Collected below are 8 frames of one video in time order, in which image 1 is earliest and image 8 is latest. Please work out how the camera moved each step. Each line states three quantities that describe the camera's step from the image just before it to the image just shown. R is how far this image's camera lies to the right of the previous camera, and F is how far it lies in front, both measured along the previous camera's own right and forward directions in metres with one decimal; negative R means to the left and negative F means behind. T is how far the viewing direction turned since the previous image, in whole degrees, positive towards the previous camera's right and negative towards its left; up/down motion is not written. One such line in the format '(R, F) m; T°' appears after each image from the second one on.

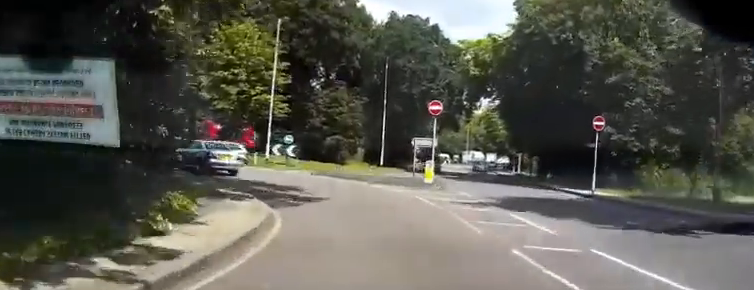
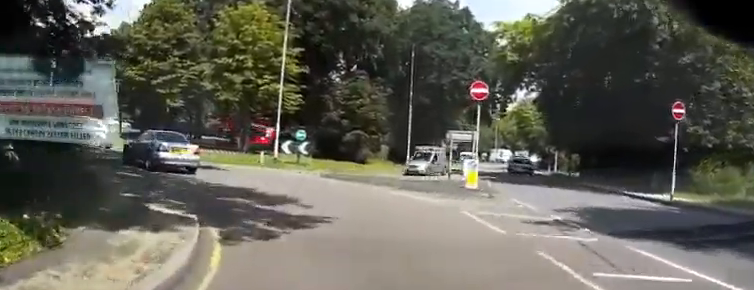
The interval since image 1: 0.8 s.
(+0.1, +6.1) m; -4°
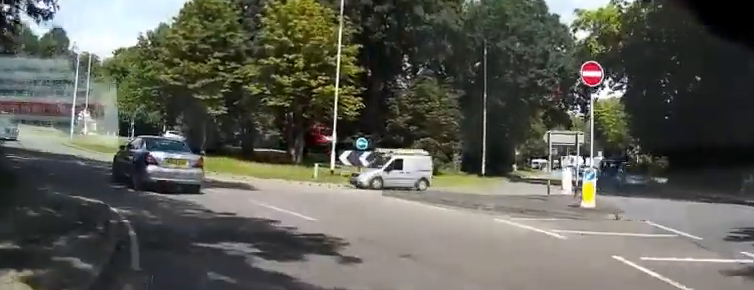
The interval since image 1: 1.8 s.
(-0.3, +5.3) m; -17°
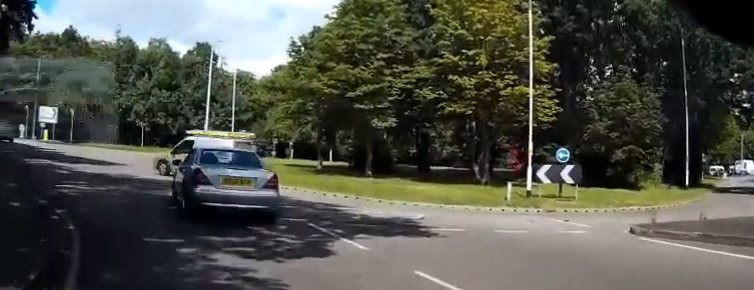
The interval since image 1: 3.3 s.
(-2.2, +6.2) m; -40°
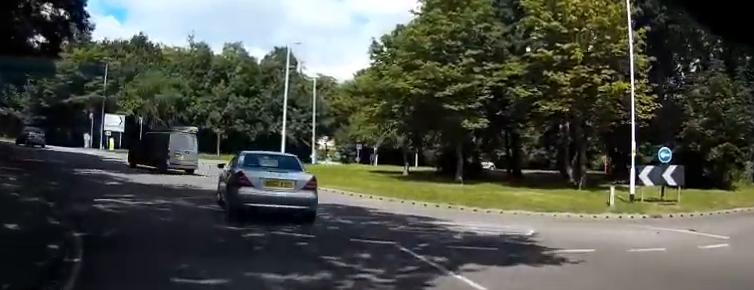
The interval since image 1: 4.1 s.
(-0.7, +2.4) m; -16°
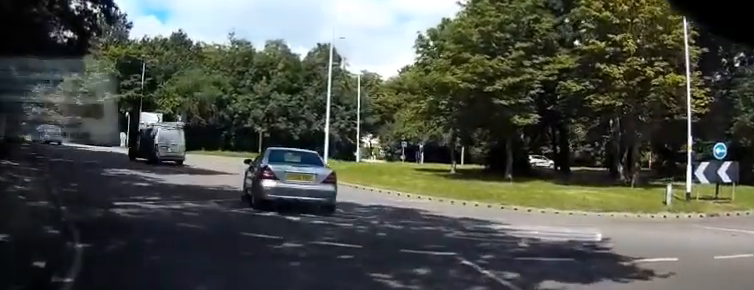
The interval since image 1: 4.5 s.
(-0.2, +1.4) m; -9°
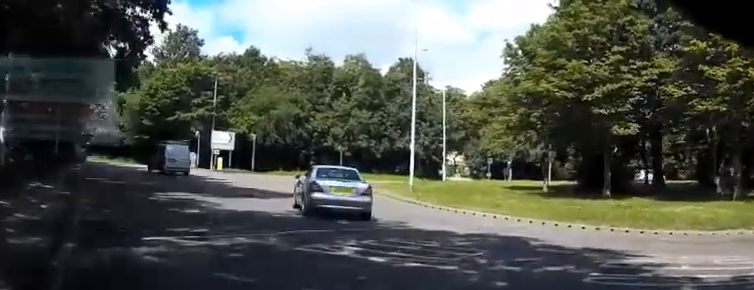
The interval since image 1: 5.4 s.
(+0.1, +3.2) m; -5°
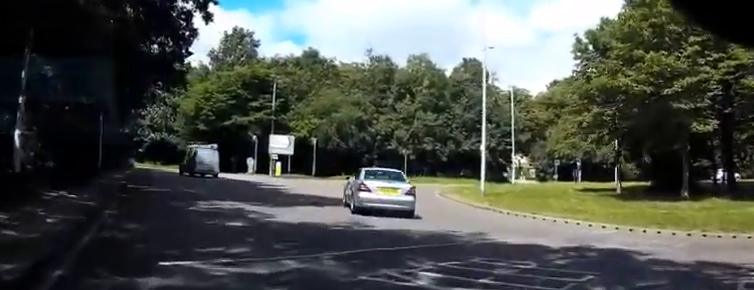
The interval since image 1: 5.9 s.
(-0.1, +2.1) m; -3°
